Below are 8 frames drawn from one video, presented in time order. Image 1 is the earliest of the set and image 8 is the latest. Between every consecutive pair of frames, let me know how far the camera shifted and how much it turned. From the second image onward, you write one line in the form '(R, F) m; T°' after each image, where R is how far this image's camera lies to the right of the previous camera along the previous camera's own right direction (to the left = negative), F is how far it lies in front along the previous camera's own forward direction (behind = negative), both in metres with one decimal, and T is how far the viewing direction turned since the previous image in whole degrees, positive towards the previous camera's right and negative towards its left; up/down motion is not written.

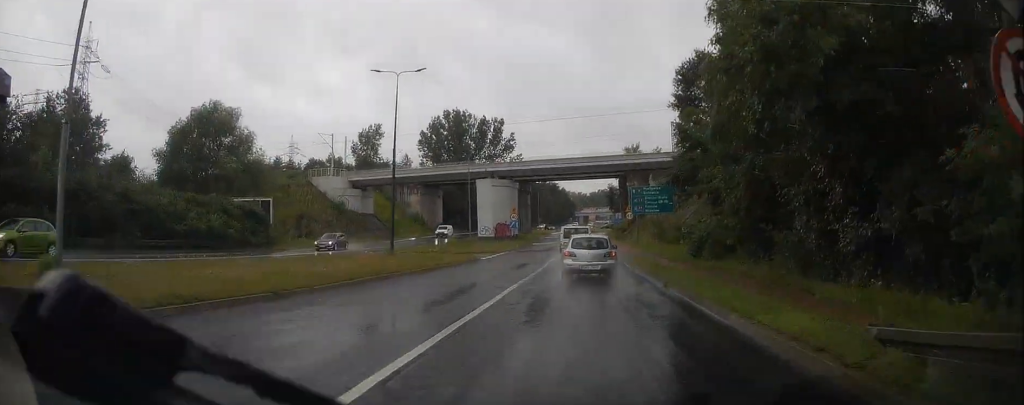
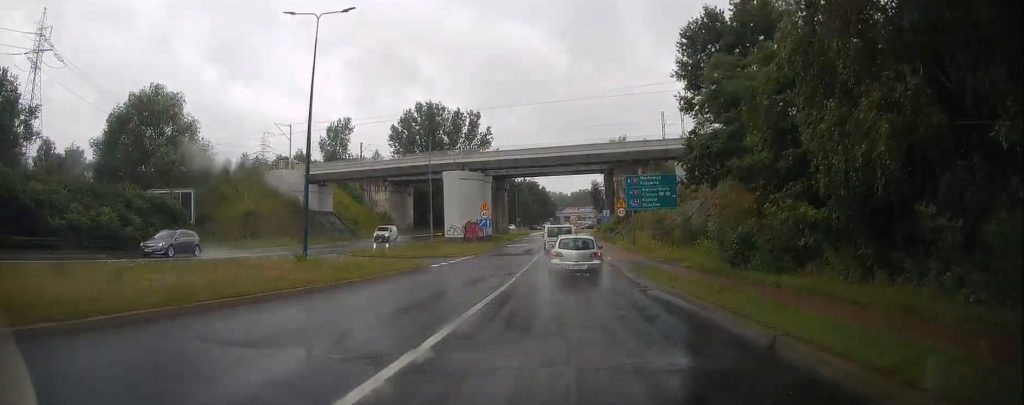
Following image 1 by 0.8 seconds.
(+0.1, +10.1) m; 0°
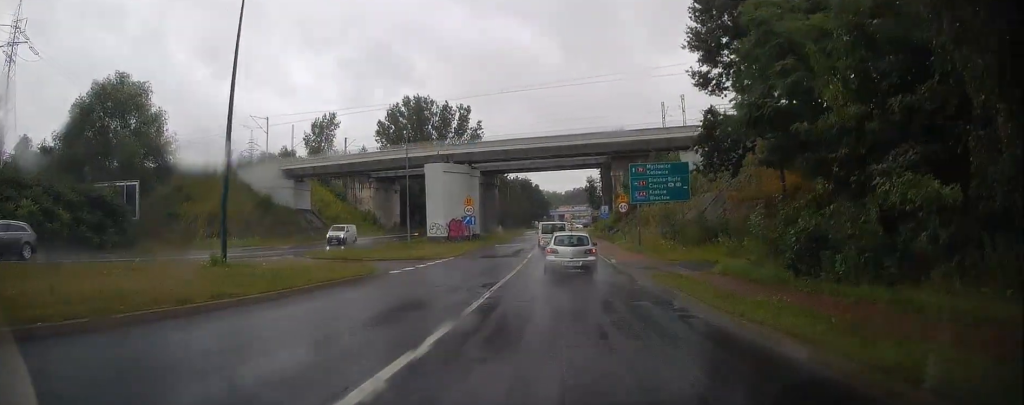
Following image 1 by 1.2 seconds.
(0.0, +6.2) m; 0°
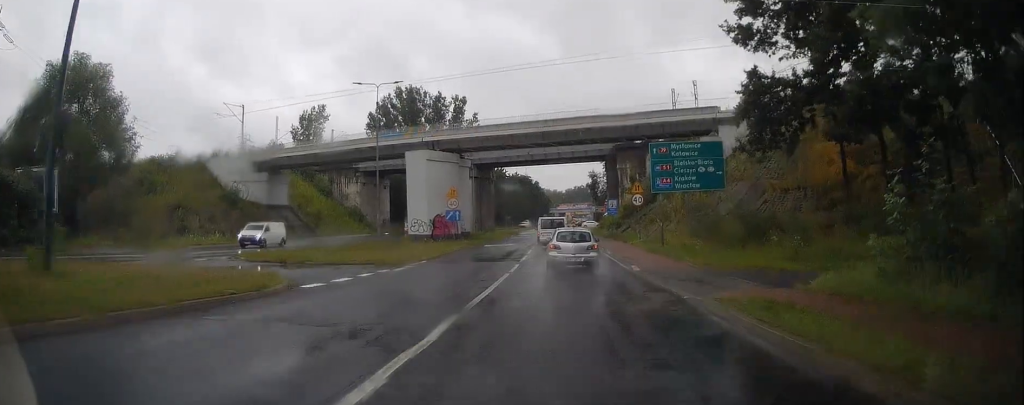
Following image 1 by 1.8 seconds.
(0.0, +8.0) m; 0°
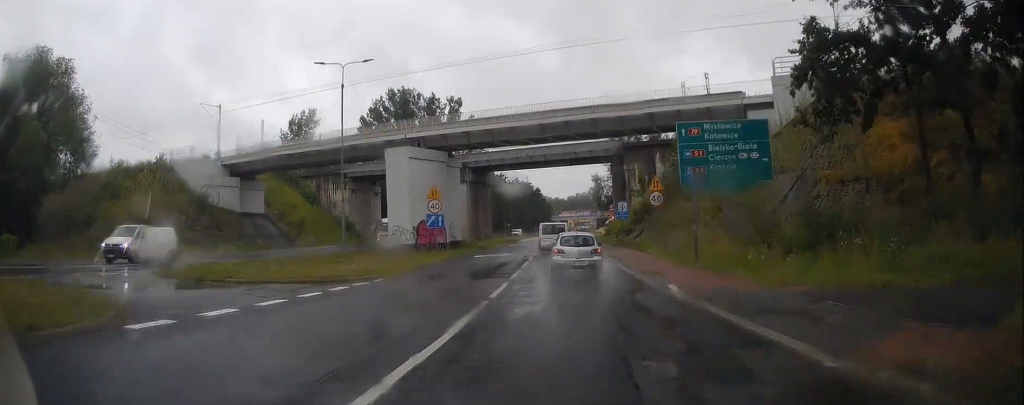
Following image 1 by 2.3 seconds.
(0.0, +6.7) m; 0°
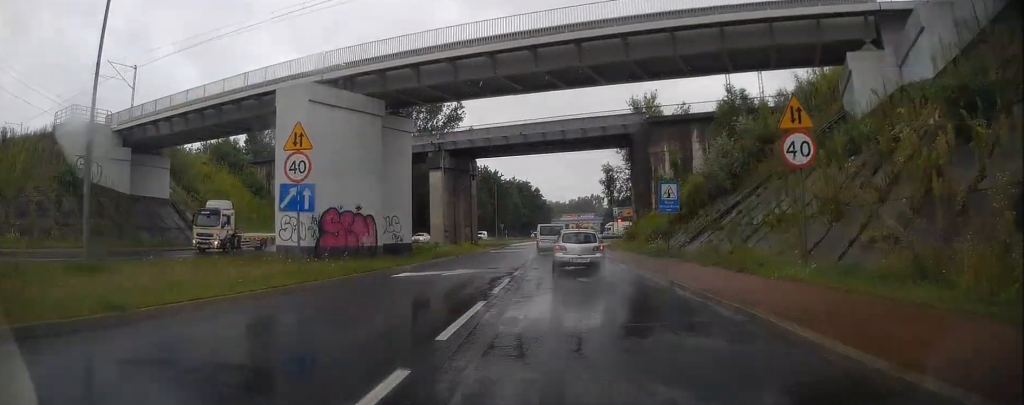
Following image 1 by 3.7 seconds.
(-0.2, +18.6) m; -1°
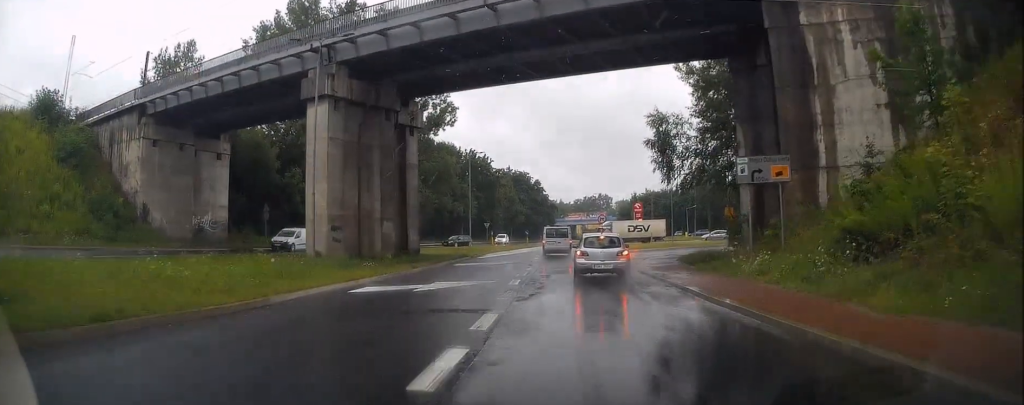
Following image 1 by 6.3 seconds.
(+0.8, +33.7) m; +1°
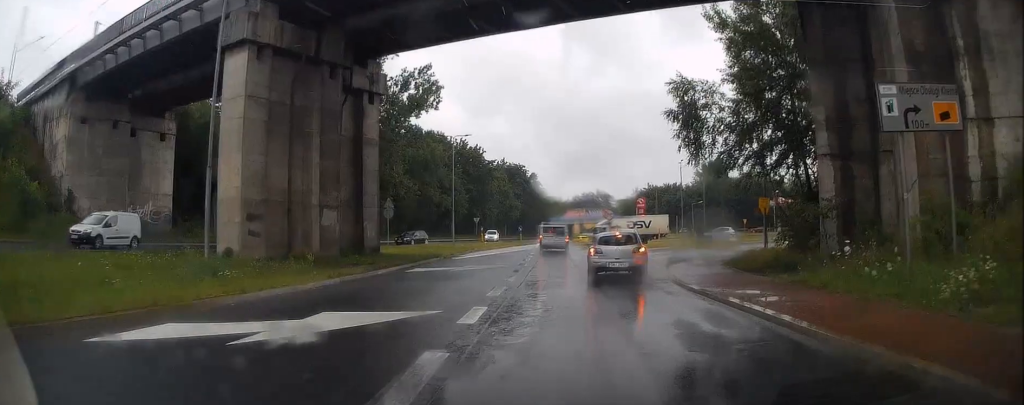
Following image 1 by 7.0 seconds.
(-0.2, +8.8) m; -1°
